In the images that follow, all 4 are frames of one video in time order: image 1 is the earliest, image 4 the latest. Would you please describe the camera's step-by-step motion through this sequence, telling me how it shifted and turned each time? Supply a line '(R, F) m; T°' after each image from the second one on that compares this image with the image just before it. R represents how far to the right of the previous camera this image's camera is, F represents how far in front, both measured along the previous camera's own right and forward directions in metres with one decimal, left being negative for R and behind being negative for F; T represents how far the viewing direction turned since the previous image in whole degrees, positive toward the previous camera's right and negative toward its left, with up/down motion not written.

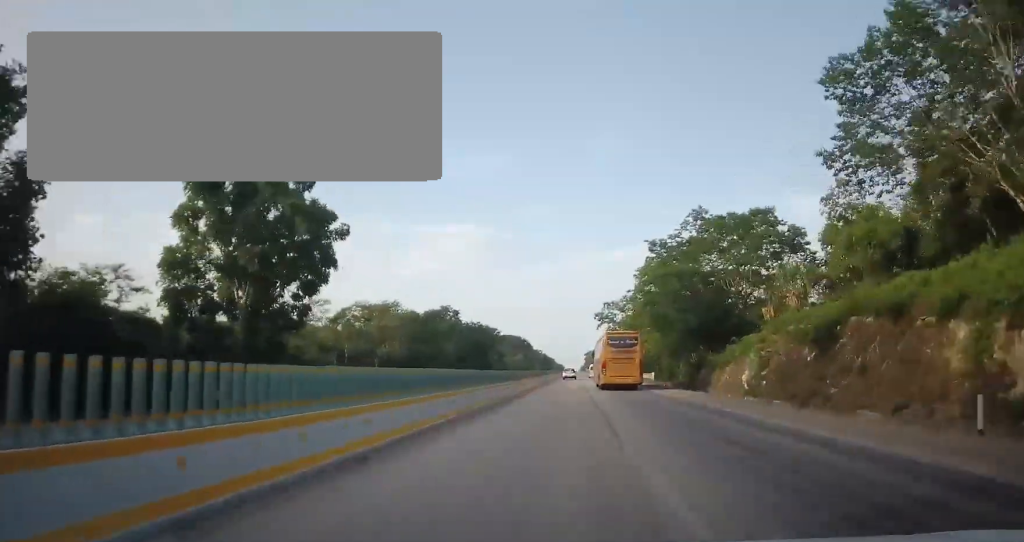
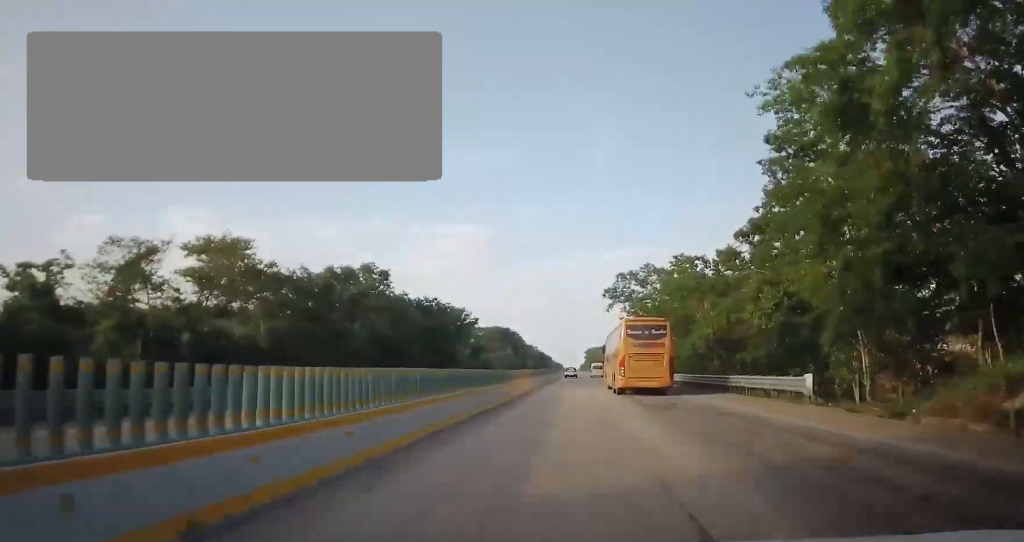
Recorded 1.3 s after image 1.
(0.0, +39.6) m; 0°
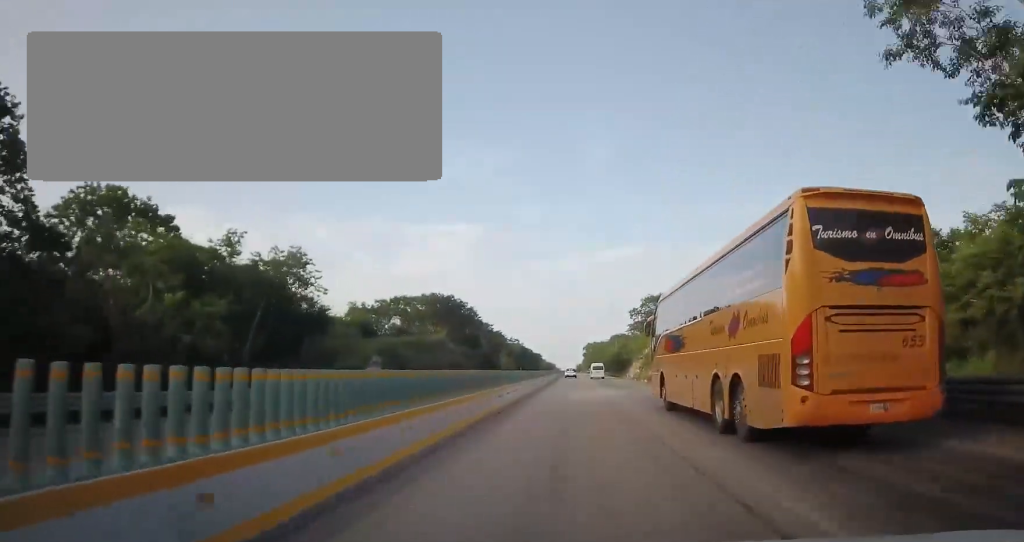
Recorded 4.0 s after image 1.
(+1.1, +84.0) m; +1°
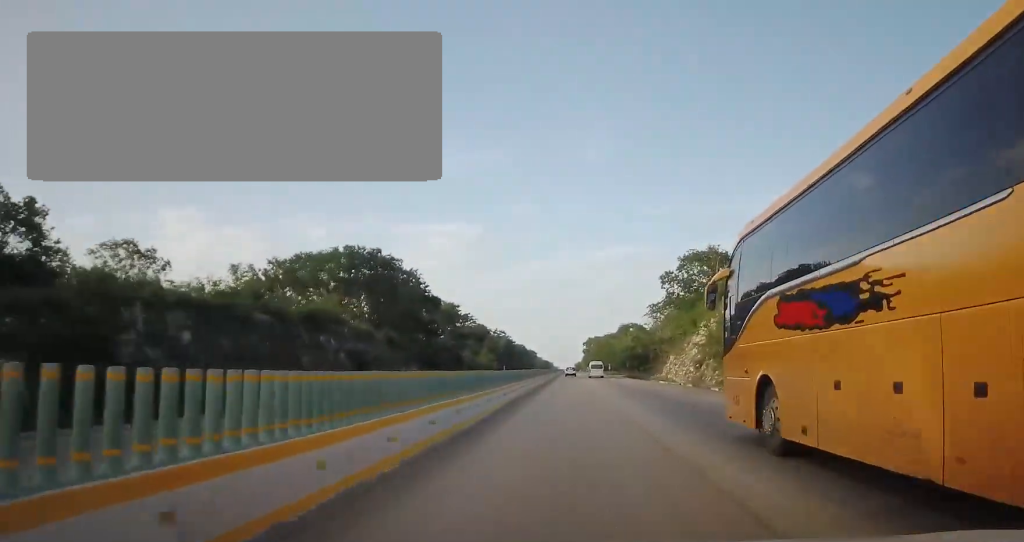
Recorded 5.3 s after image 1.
(0.0, +40.6) m; 0°
